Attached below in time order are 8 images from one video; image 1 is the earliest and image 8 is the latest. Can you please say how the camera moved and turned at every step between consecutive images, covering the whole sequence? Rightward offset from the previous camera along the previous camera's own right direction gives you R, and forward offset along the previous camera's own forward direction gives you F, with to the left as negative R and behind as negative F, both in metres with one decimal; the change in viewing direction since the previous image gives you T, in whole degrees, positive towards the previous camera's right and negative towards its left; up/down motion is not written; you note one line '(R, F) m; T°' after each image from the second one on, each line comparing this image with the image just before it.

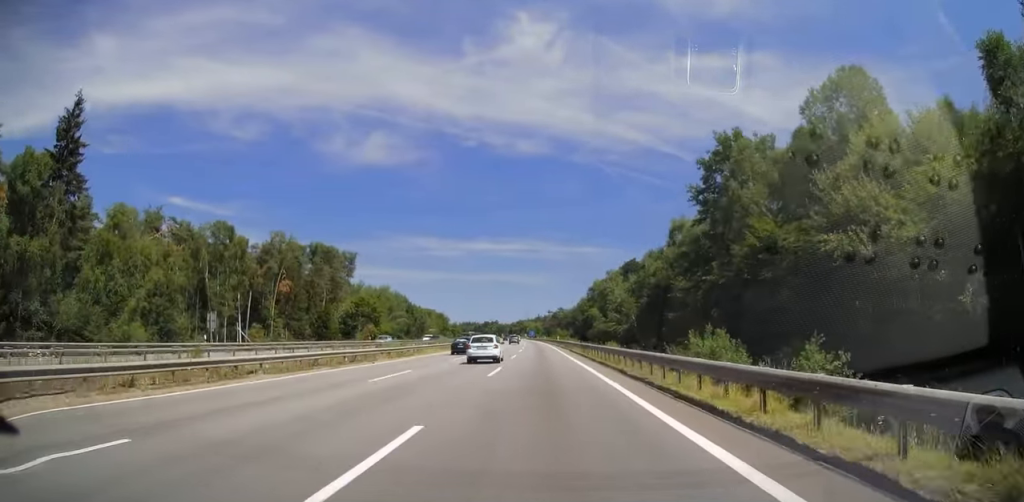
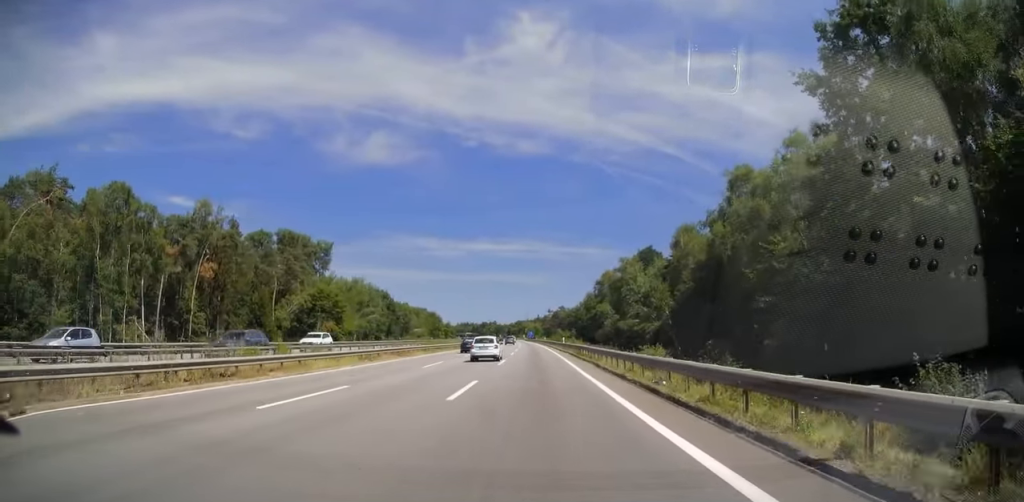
(-0.3, +25.6) m; -1°
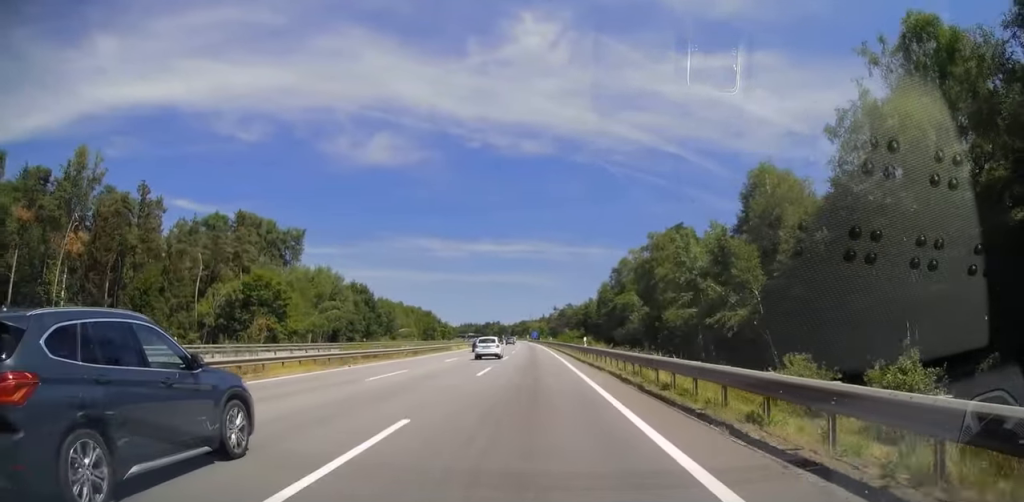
(-0.3, +27.6) m; 0°
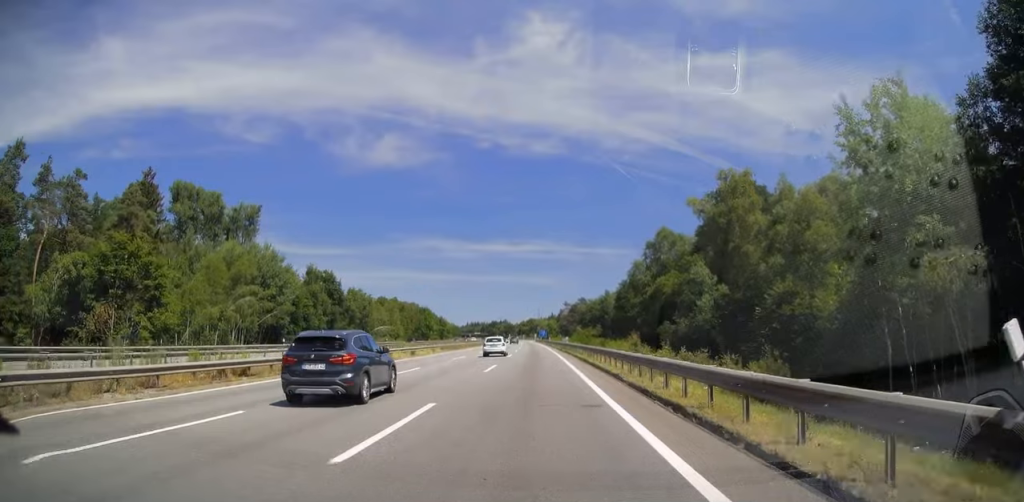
(+0.4, +33.5) m; +1°
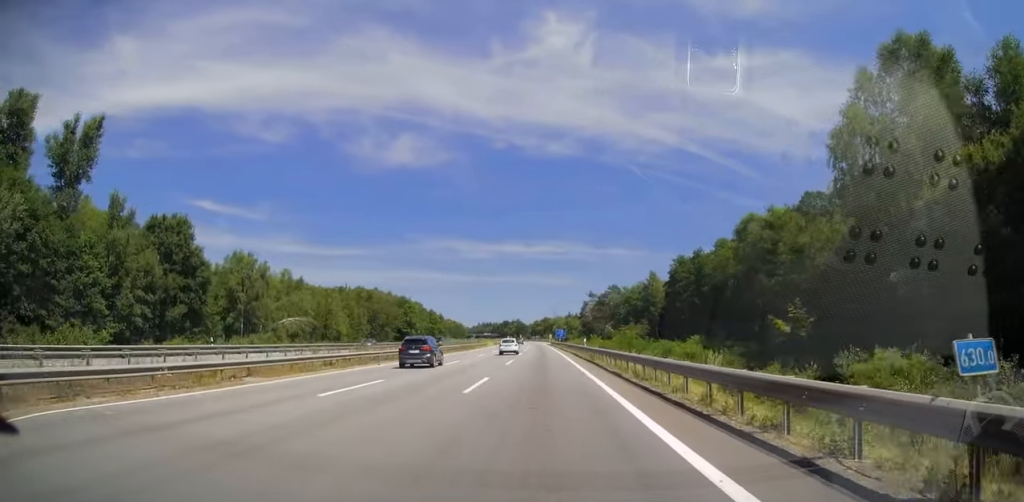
(-1.2, +63.0) m; -3°
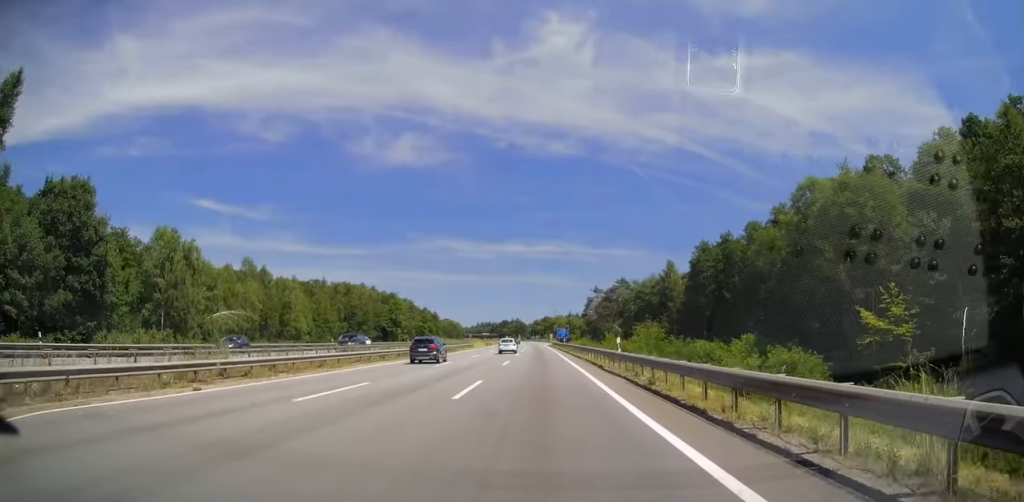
(-0.2, +19.7) m; 0°
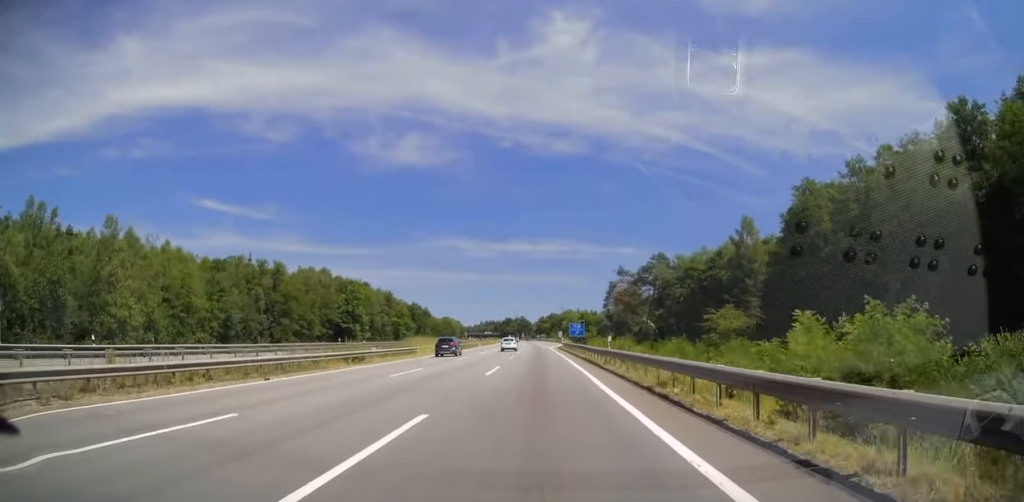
(+0.2, +45.3) m; 0°
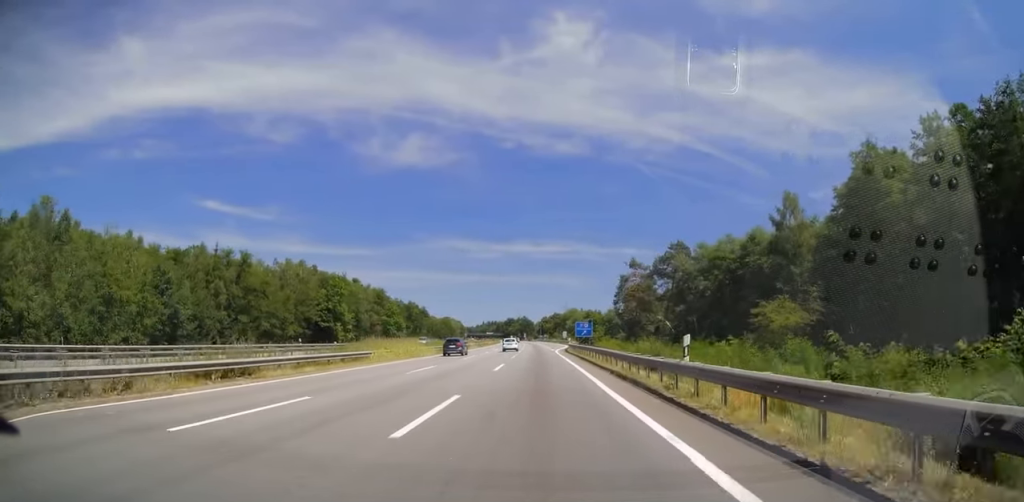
(-0.1, +14.3) m; 0°
